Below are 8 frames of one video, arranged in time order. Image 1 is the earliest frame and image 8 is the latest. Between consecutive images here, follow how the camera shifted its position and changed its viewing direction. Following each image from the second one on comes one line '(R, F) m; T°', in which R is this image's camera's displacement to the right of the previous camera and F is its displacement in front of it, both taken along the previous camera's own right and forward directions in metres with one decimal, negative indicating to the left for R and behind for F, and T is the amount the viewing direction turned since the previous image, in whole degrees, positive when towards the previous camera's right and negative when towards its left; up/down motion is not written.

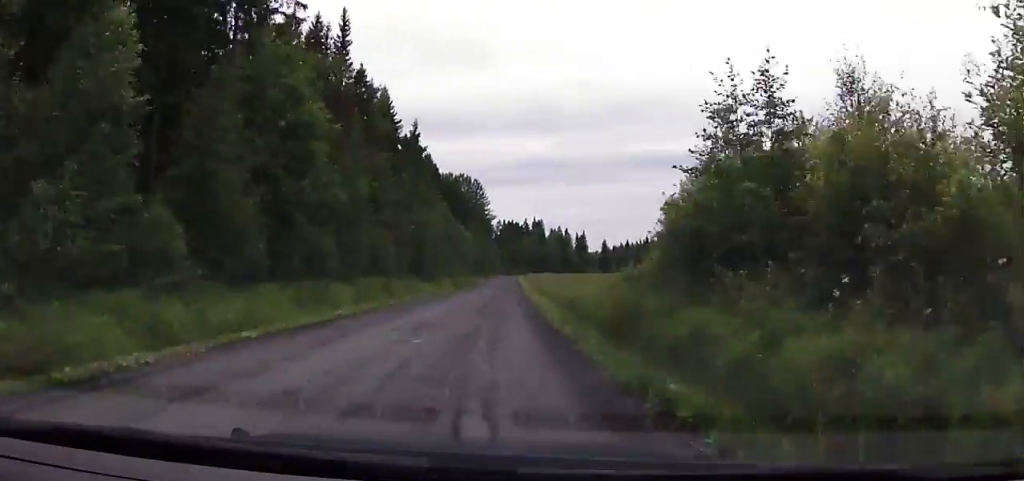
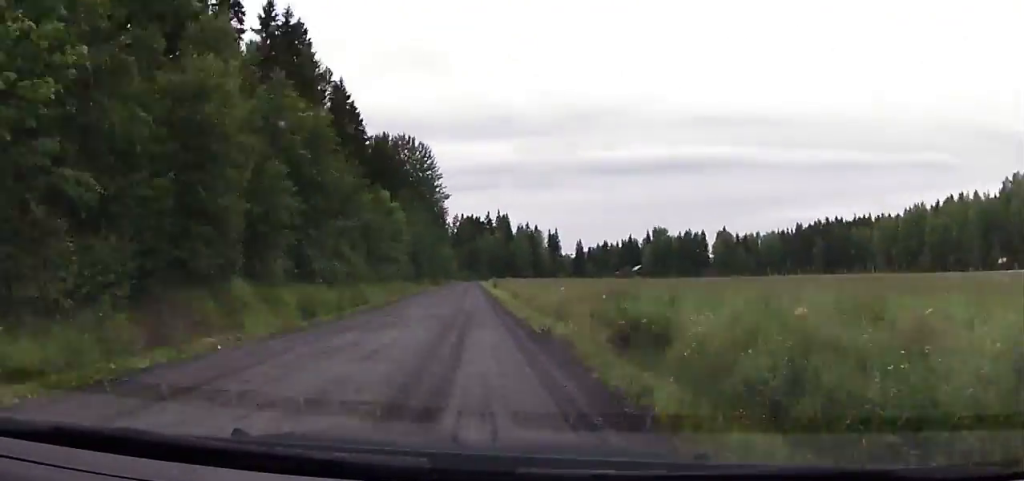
(+2.6, +52.1) m; +3°
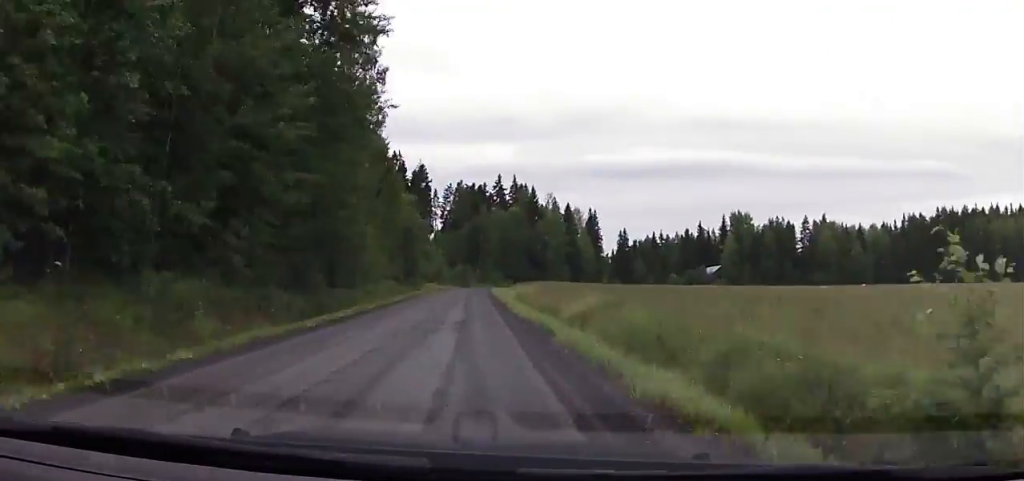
(+0.4, +98.0) m; +5°
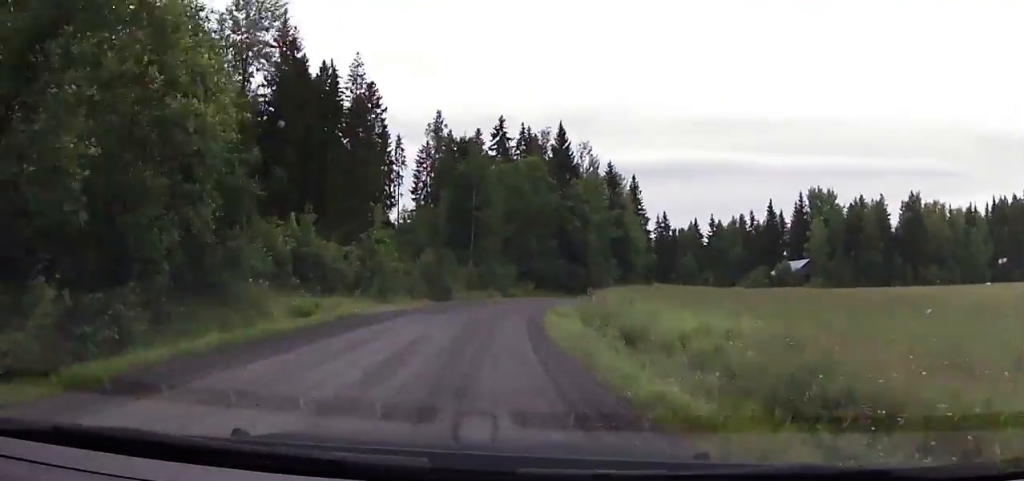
(+4.2, +59.9) m; +9°
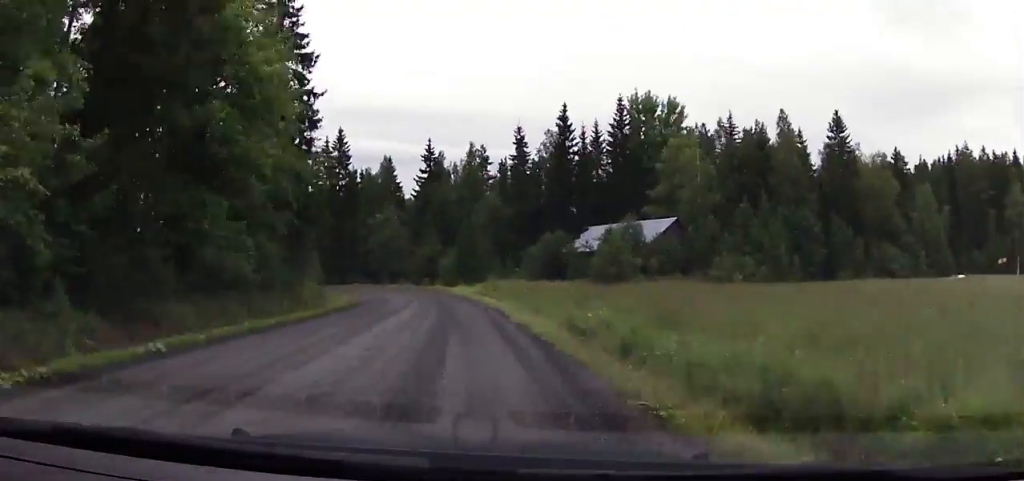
(+11.9, +84.9) m; -5°
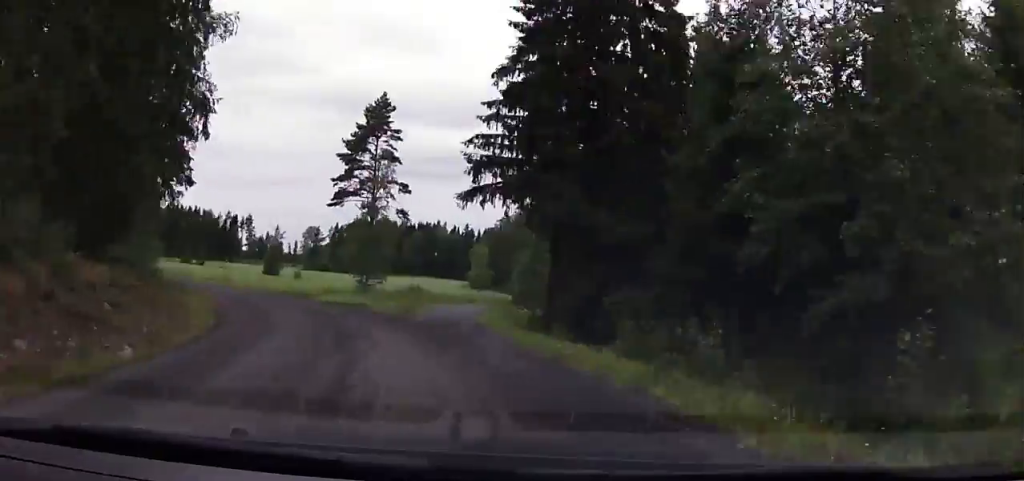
(-11.5, +62.6) m; -21°
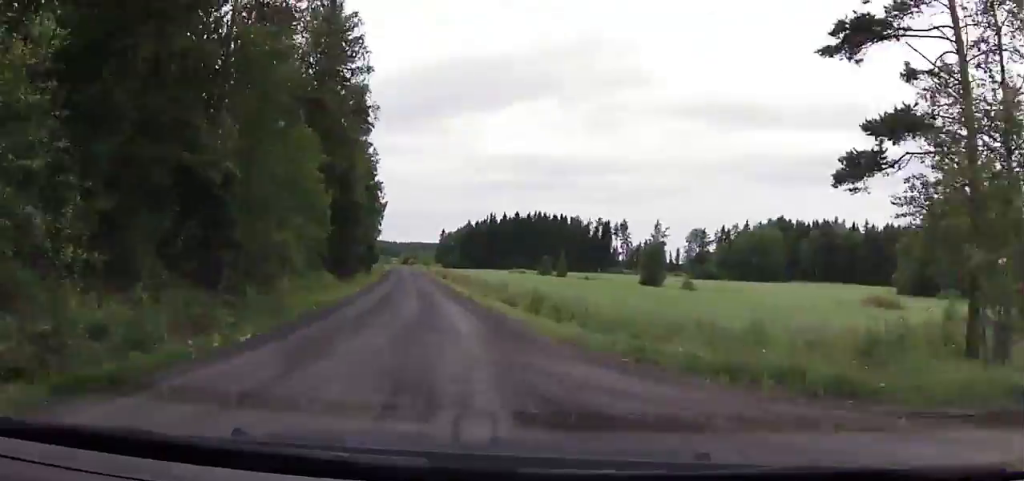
(-5.1, +40.1) m; -16°
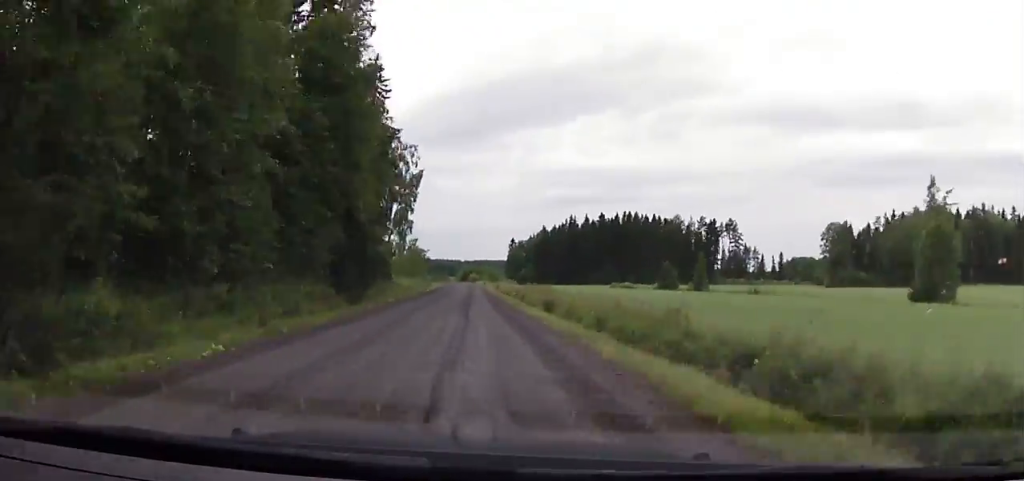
(-8.7, +53.0) m; -9°
